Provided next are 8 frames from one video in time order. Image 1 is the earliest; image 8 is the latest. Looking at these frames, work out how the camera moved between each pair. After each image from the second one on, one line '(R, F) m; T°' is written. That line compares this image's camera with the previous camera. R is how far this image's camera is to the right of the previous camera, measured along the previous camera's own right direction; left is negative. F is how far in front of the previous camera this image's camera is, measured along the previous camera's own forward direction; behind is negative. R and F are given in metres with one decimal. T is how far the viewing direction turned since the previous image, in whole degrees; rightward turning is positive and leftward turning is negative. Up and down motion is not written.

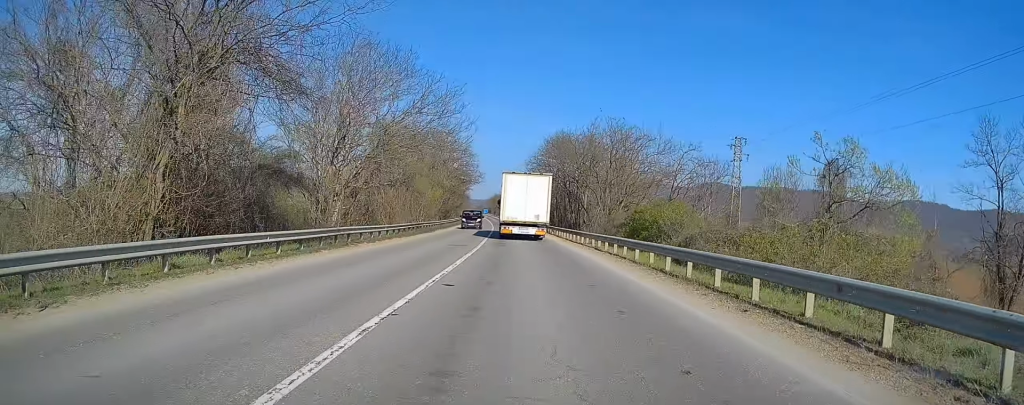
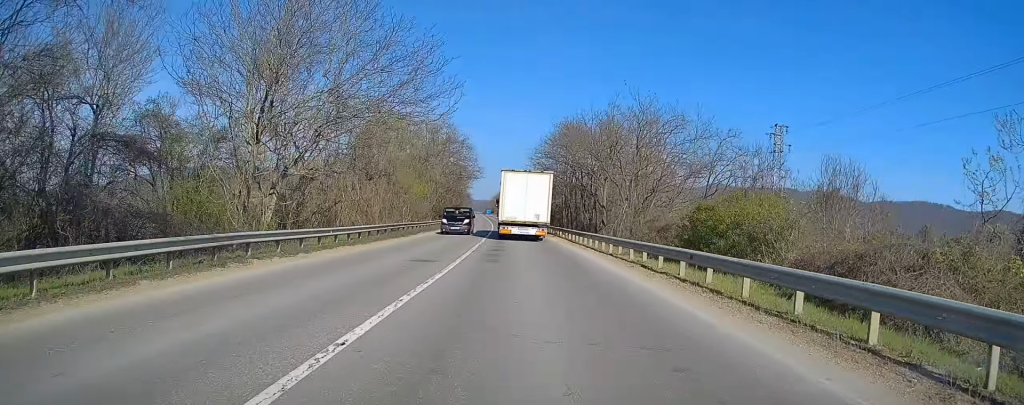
(-0.2, +9.9) m; 0°
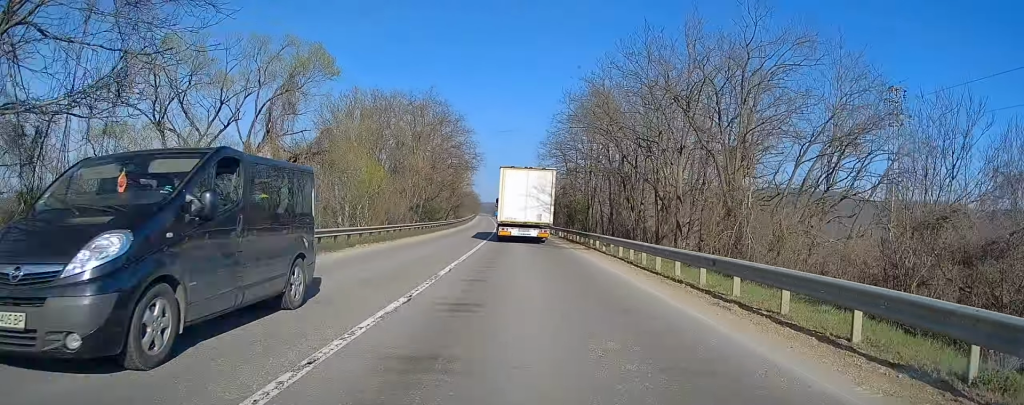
(-0.2, +18.1) m; -1°
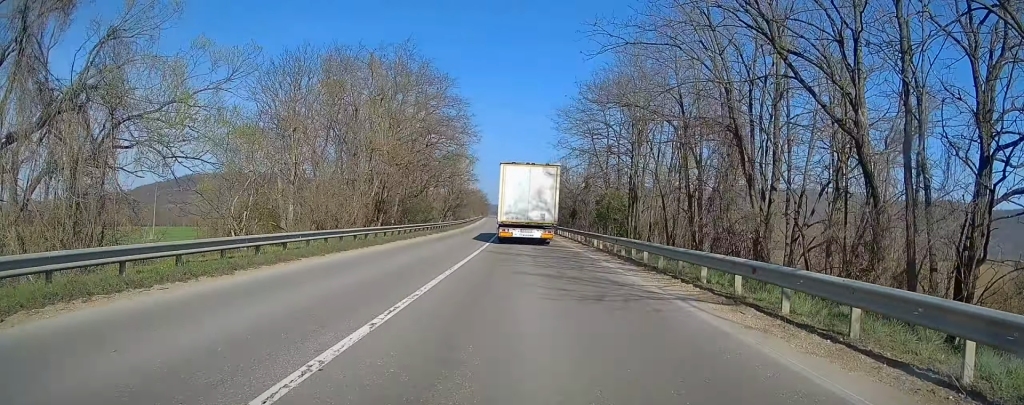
(0.0, +18.0) m; -1°
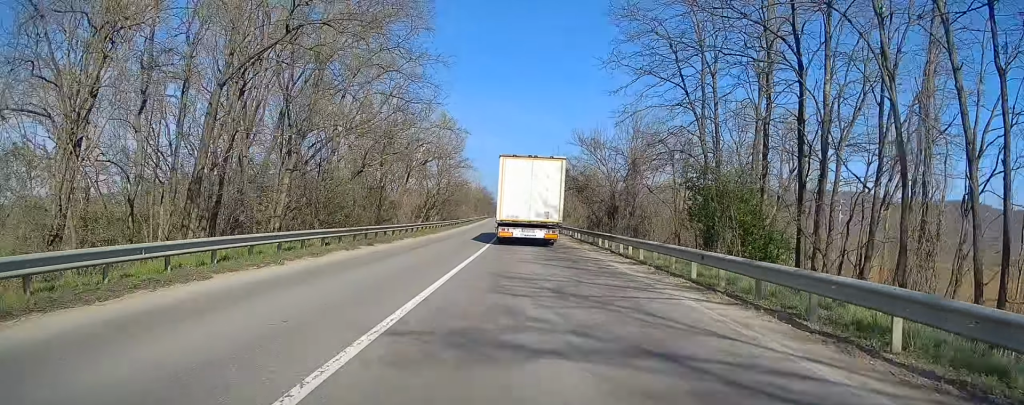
(-0.4, +24.9) m; -1°
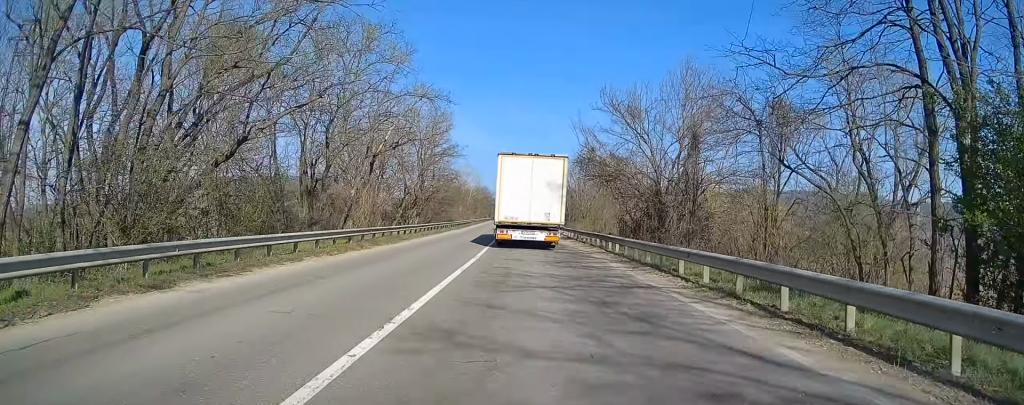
(0.0, +15.0) m; 0°
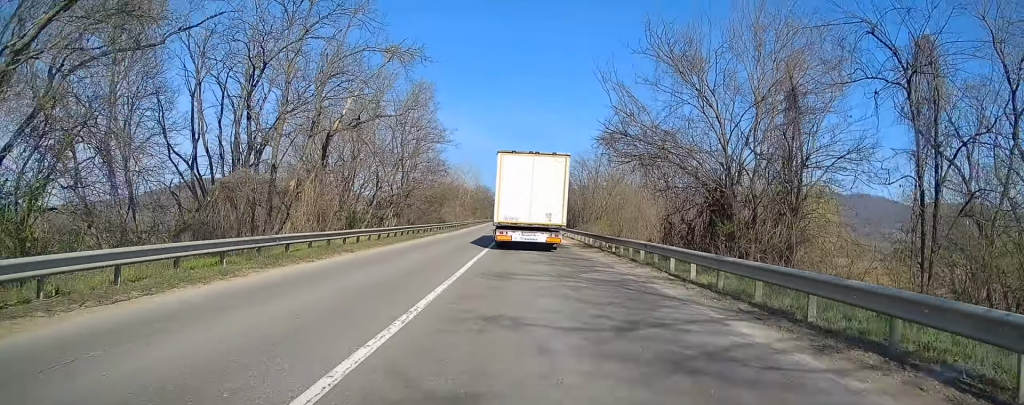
(0.0, +11.0) m; 0°
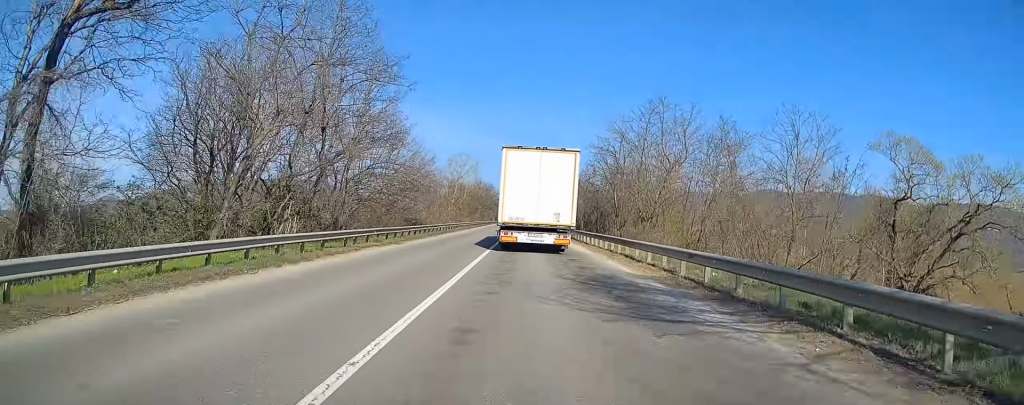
(0.0, +20.9) m; 0°
